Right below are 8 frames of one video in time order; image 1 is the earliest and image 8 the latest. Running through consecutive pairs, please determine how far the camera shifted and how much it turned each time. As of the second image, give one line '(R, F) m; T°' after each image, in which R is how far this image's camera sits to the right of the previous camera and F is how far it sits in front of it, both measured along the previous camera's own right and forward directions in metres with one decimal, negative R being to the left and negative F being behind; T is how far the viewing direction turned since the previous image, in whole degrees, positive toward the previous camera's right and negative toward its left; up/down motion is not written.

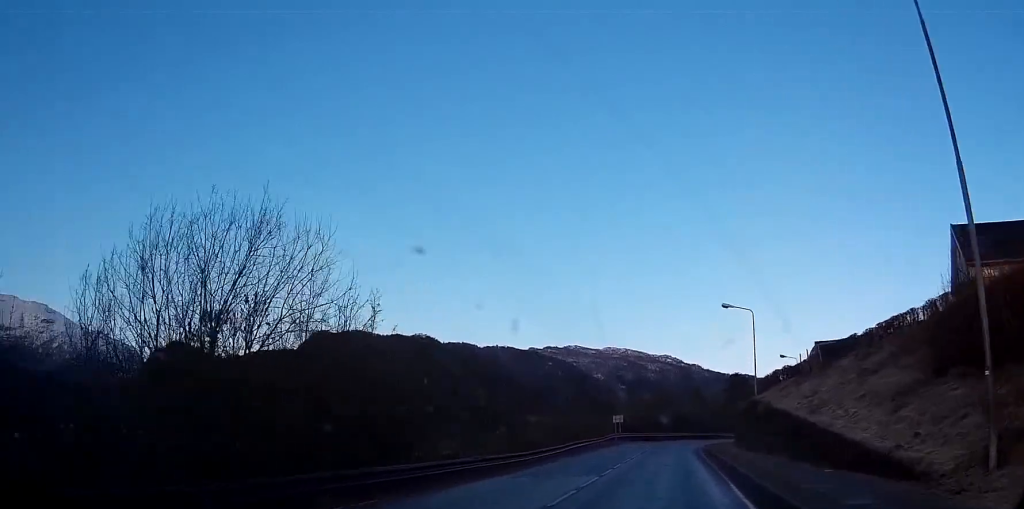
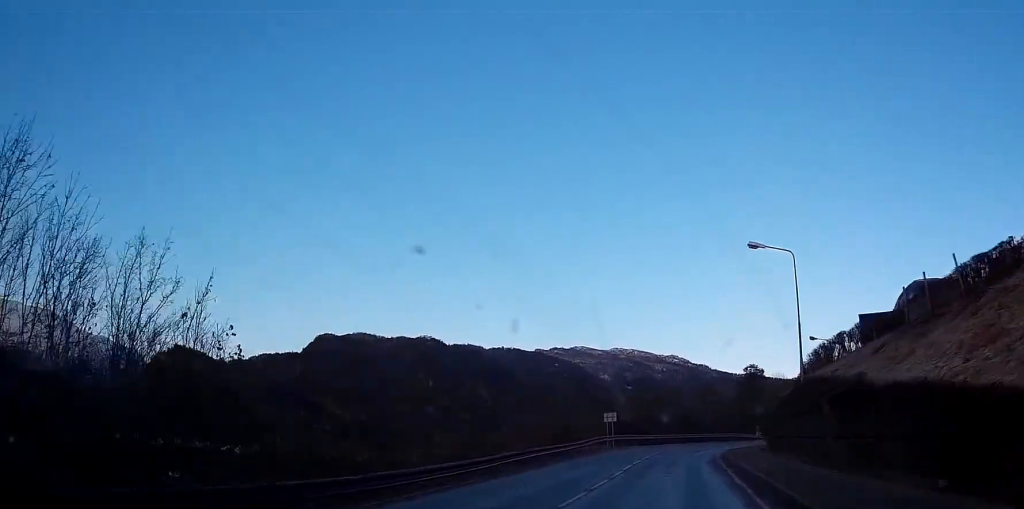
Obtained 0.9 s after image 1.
(-0.1, +16.7) m; 0°
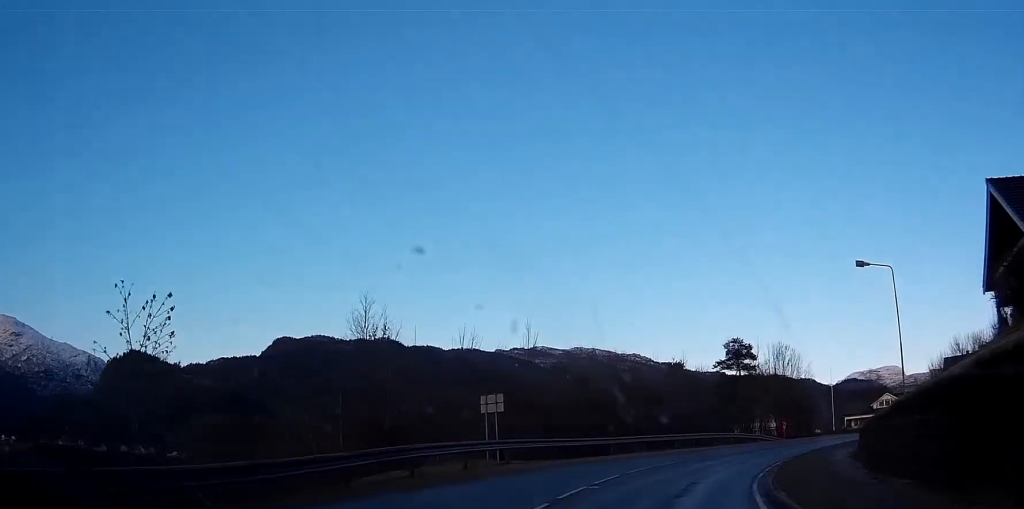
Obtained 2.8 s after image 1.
(+1.0, +31.1) m; +6°
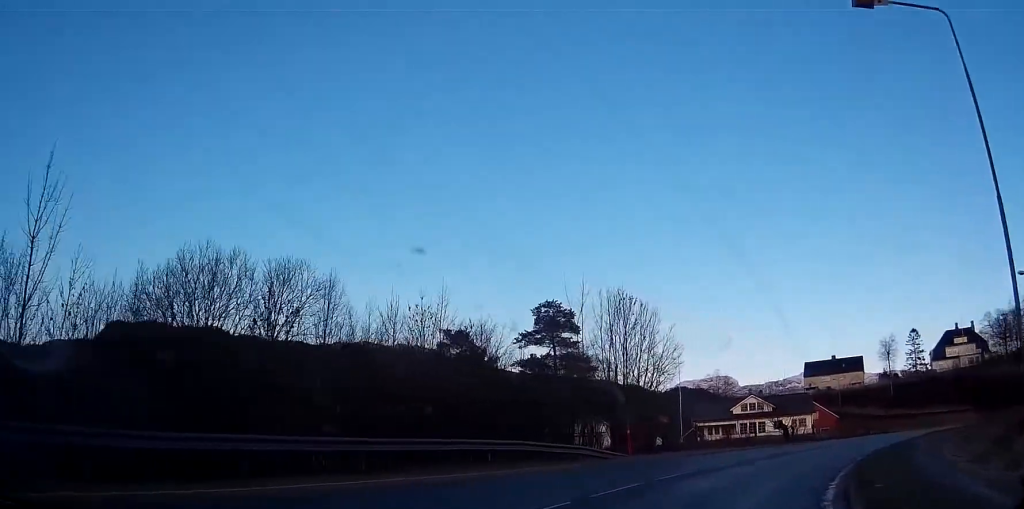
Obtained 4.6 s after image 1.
(+2.6, +28.2) m; +13°
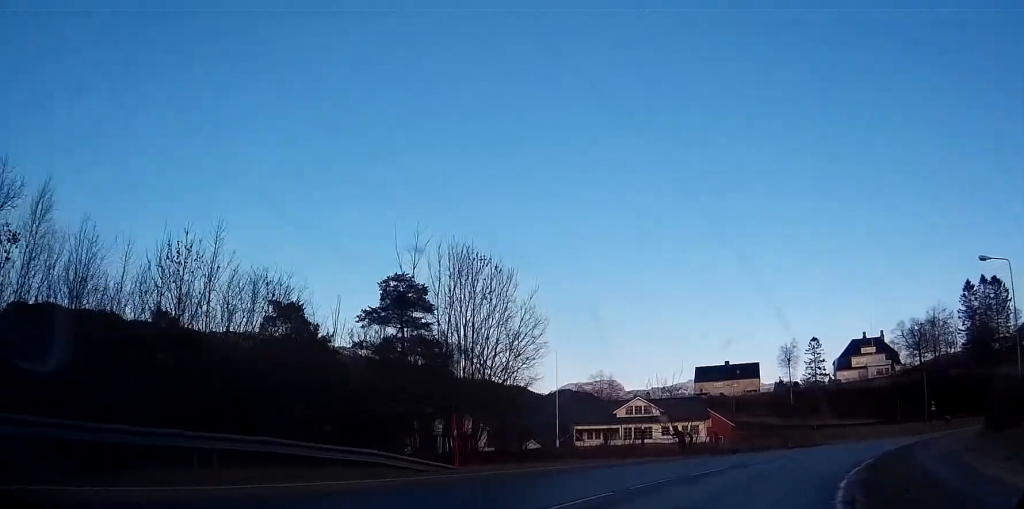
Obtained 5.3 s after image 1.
(+0.6, +10.5) m; +8°
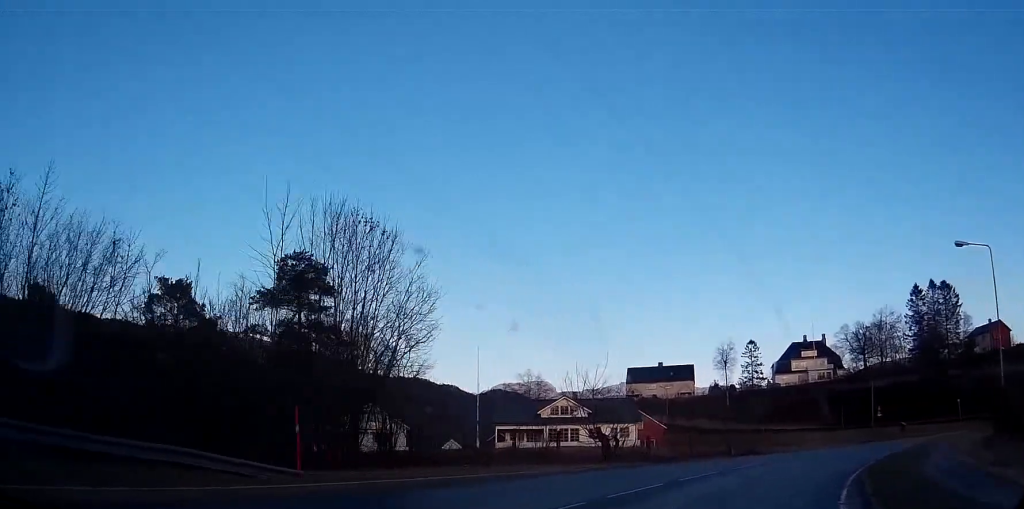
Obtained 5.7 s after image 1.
(+0.3, +5.7) m; +5°
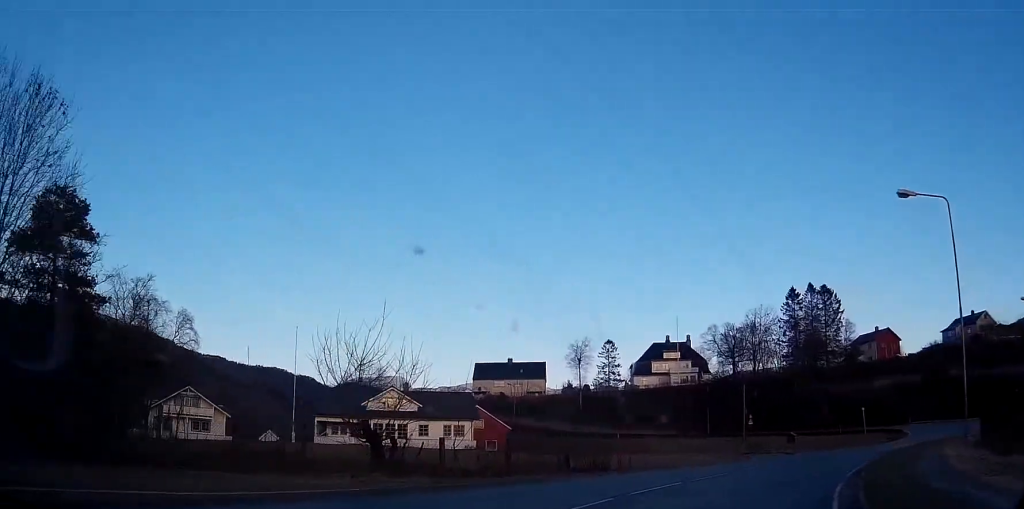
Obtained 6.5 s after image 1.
(+1.0, +11.1) m; +11°
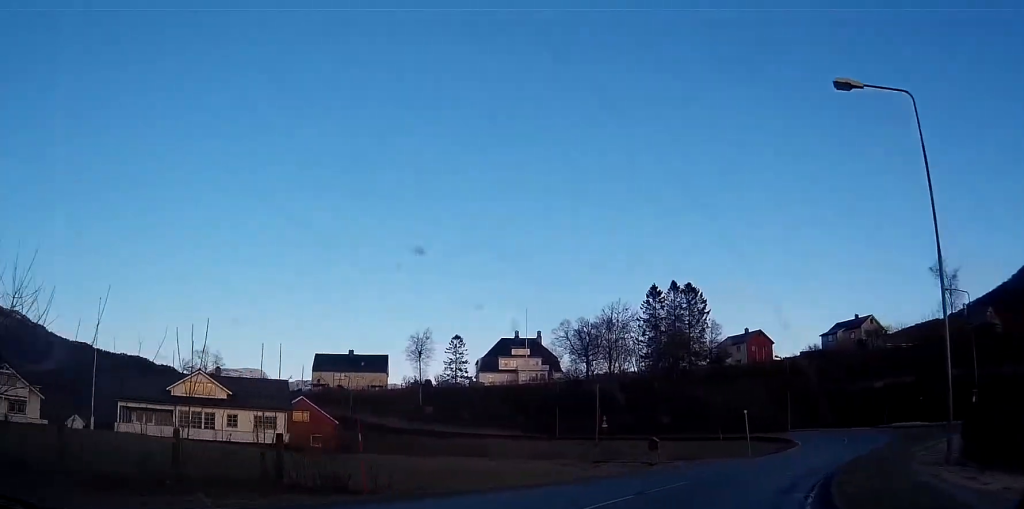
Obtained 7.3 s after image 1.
(+1.2, +10.4) m; +10°
